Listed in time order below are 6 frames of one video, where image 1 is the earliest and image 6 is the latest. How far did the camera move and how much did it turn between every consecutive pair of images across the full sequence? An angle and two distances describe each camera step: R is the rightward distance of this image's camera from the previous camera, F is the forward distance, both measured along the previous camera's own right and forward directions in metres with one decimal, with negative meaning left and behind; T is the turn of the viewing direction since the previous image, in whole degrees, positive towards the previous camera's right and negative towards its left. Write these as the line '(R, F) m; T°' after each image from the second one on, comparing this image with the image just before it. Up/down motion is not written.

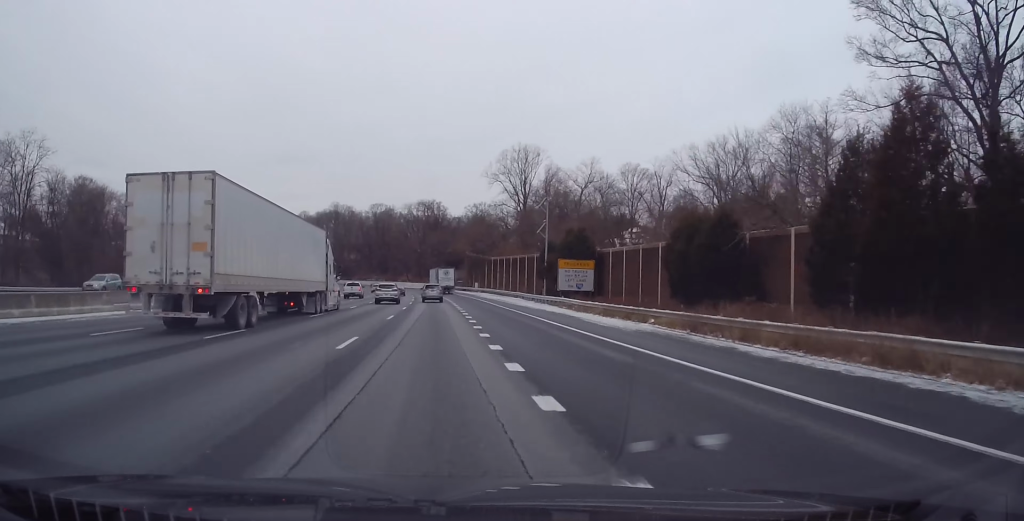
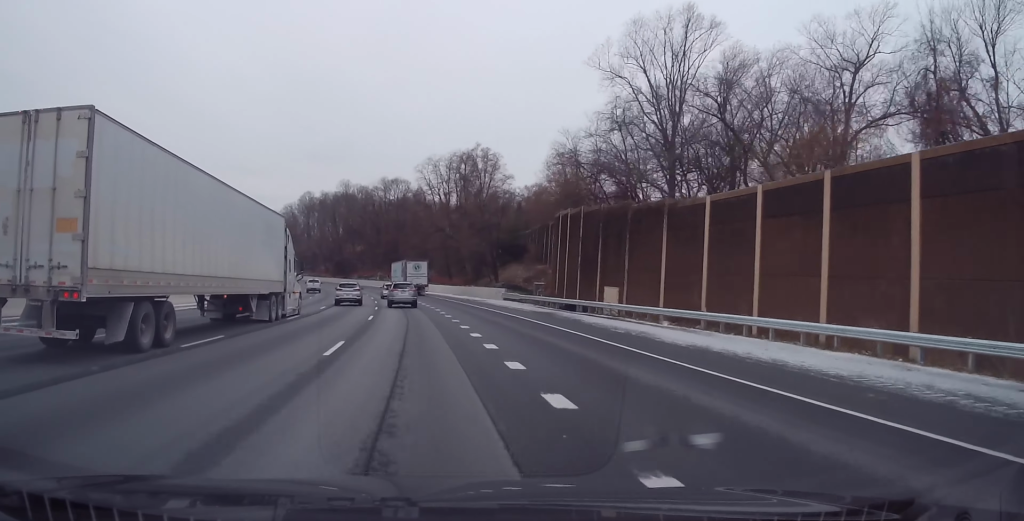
(-1.9, +88.5) m; -5°
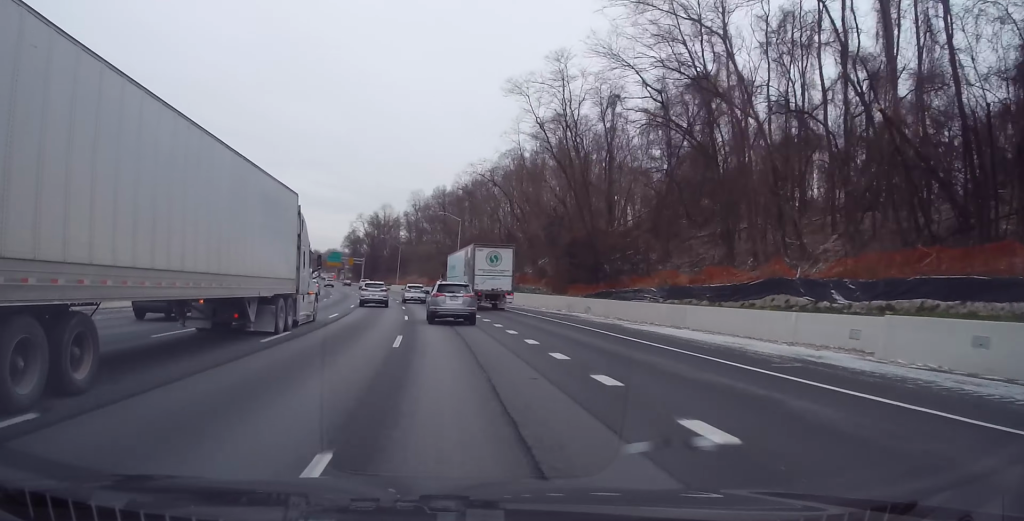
(-22.5, +144.9) m; -18°
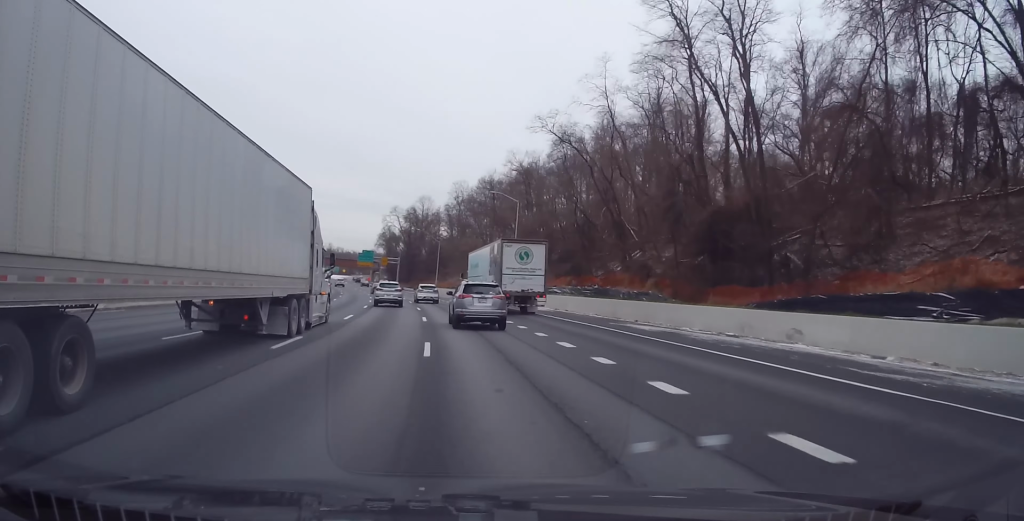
(-0.4, +26.1) m; -4°
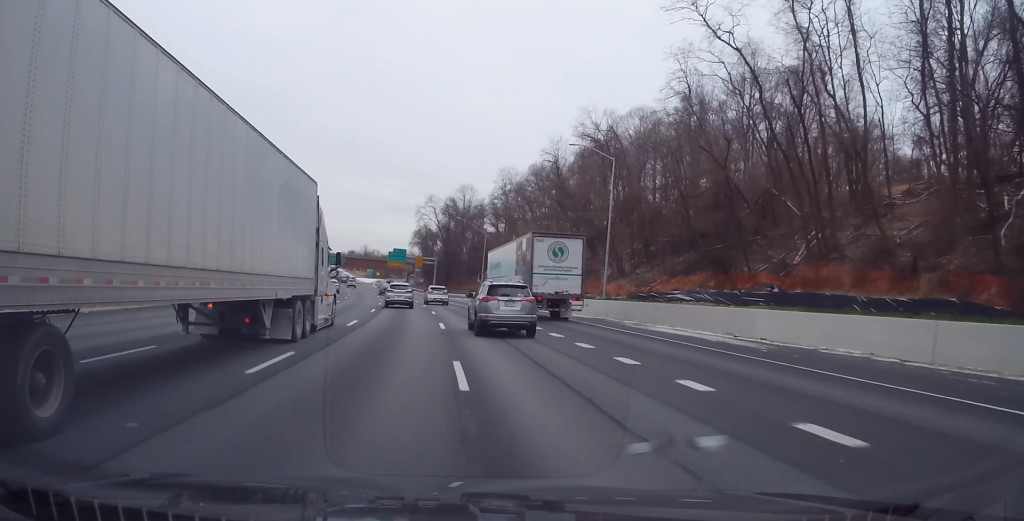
(-1.6, +29.3) m; -4°
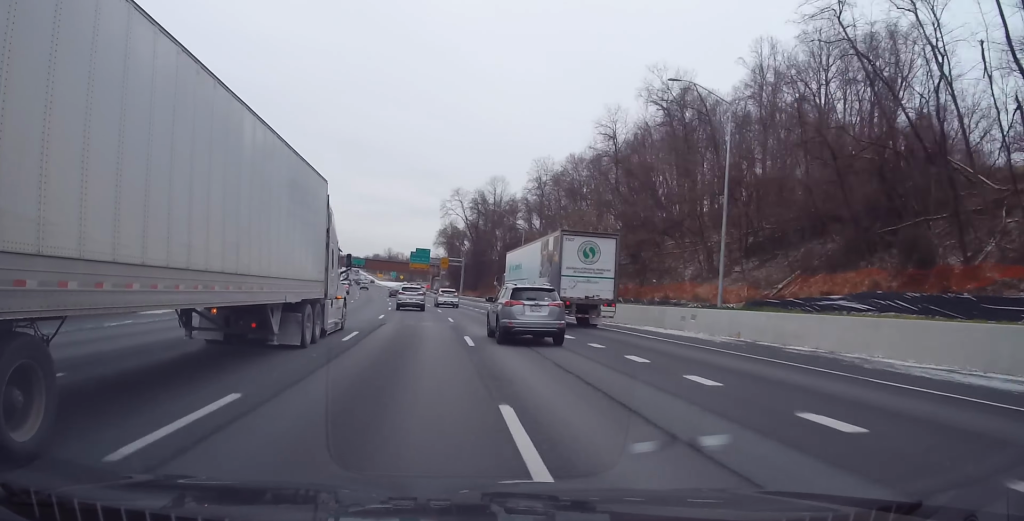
(-0.2, +17.3) m; -2°
